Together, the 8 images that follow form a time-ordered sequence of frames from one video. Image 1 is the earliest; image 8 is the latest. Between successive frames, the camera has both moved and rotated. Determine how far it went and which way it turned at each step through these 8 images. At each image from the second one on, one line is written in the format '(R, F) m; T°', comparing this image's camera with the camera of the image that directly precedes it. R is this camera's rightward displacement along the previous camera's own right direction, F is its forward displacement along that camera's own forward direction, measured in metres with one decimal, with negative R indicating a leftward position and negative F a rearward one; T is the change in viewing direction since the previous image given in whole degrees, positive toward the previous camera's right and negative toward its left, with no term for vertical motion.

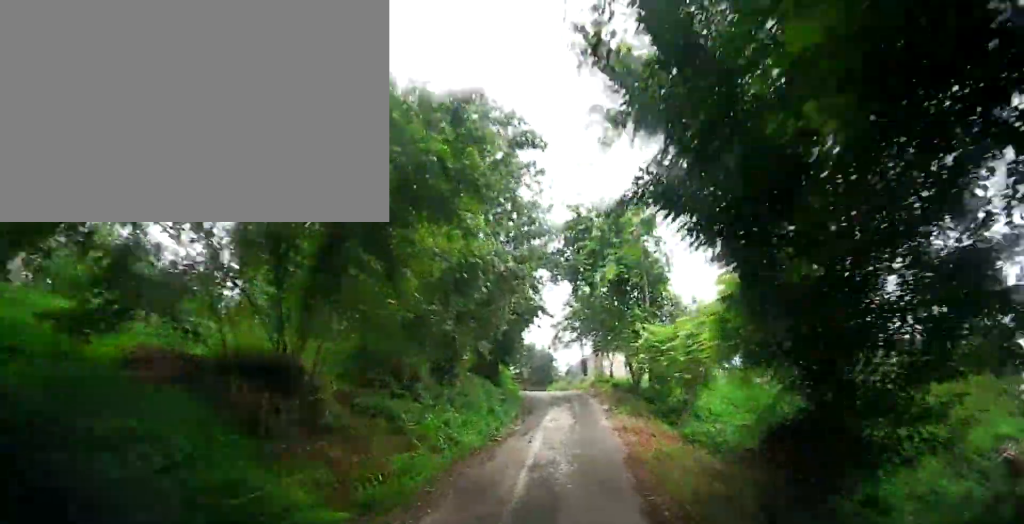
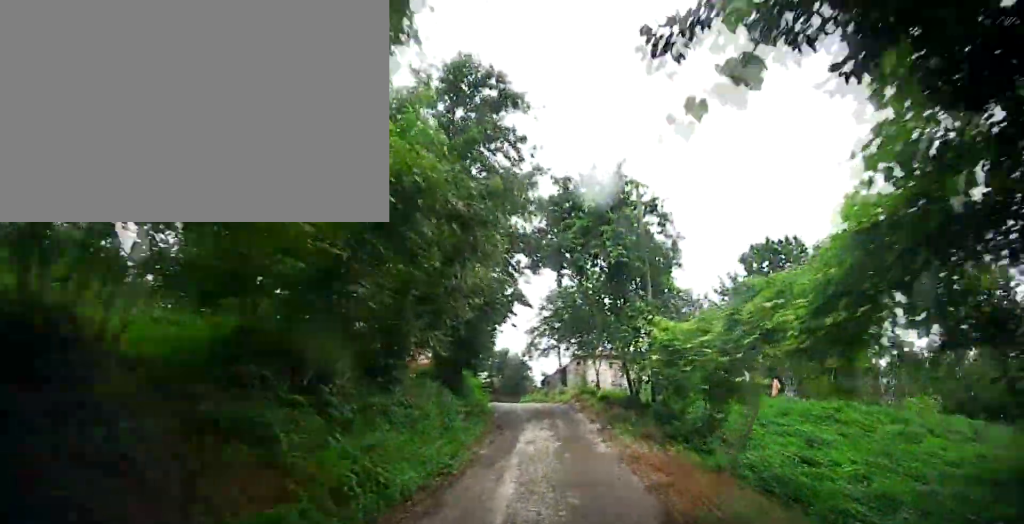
(+0.1, +3.9) m; +3°
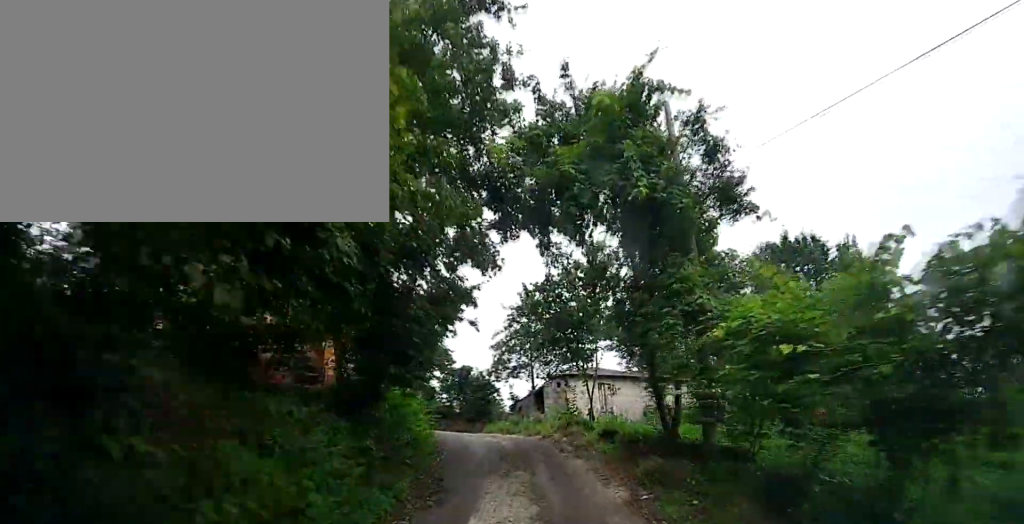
(+0.2, +6.3) m; +3°
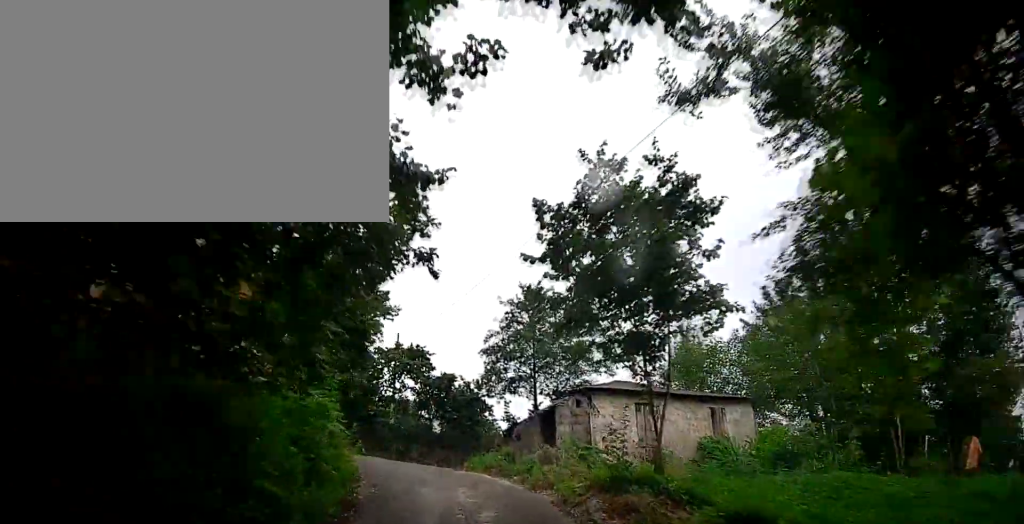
(+0.3, +7.5) m; +1°
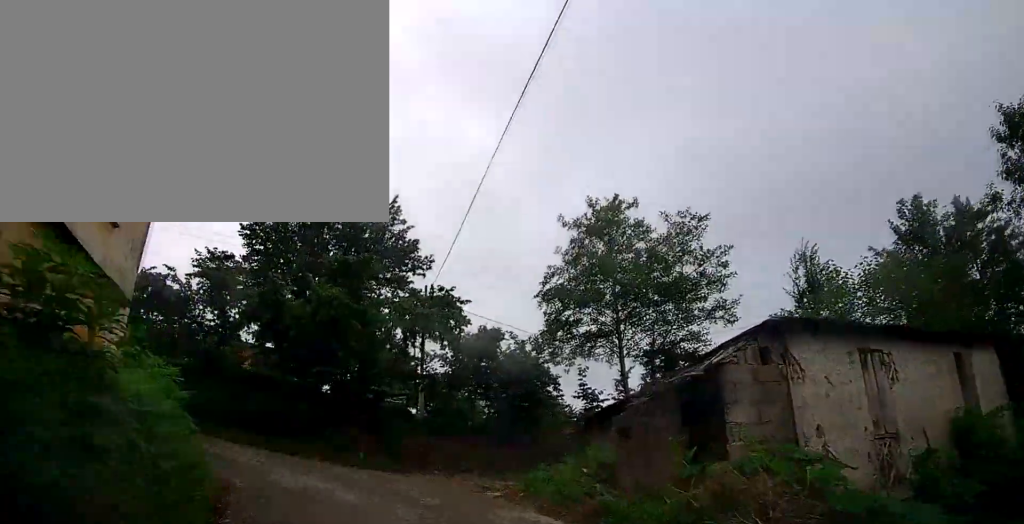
(-0.3, +8.4) m; -4°
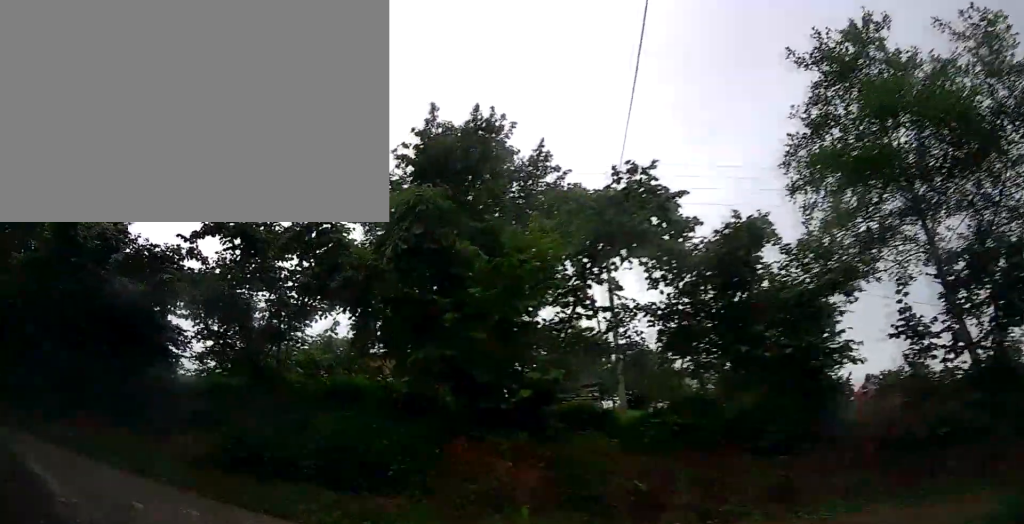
(-1.0, +7.3) m; -22°
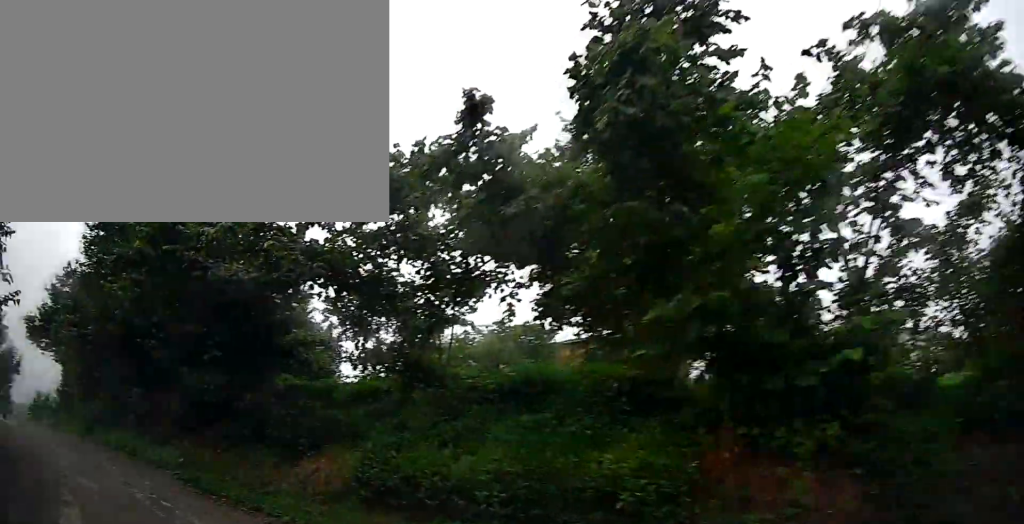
(-0.3, +2.8) m; -17°
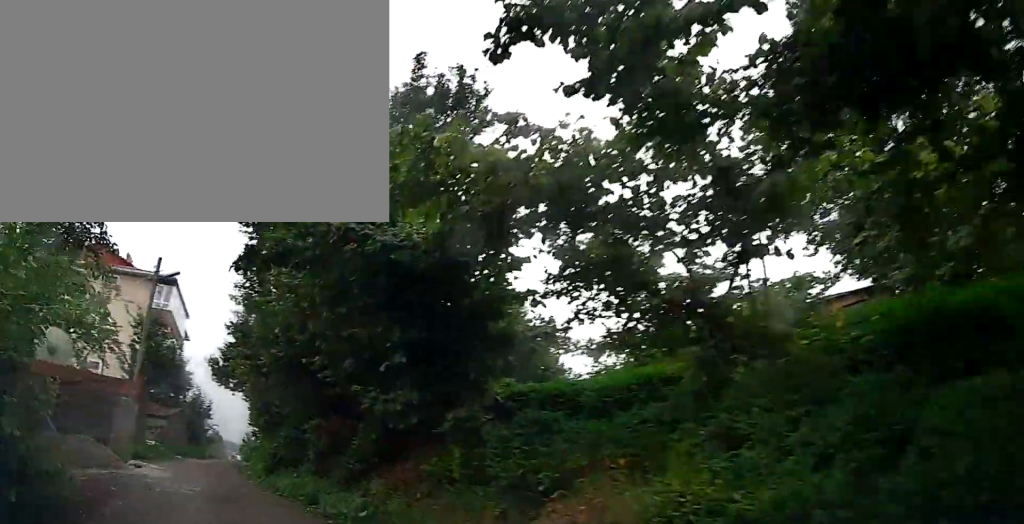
(-0.4, +2.8) m; -22°
